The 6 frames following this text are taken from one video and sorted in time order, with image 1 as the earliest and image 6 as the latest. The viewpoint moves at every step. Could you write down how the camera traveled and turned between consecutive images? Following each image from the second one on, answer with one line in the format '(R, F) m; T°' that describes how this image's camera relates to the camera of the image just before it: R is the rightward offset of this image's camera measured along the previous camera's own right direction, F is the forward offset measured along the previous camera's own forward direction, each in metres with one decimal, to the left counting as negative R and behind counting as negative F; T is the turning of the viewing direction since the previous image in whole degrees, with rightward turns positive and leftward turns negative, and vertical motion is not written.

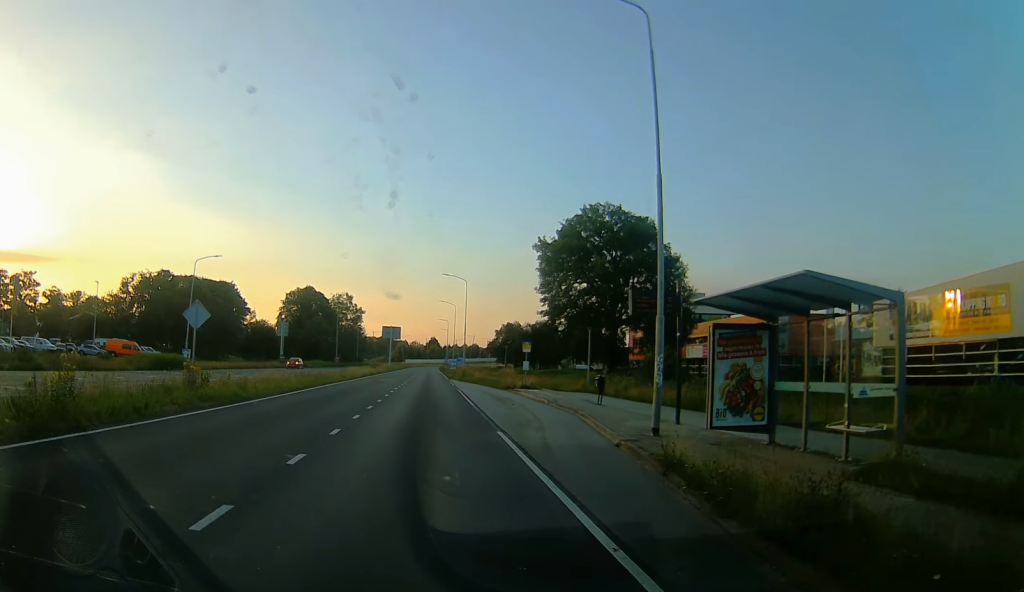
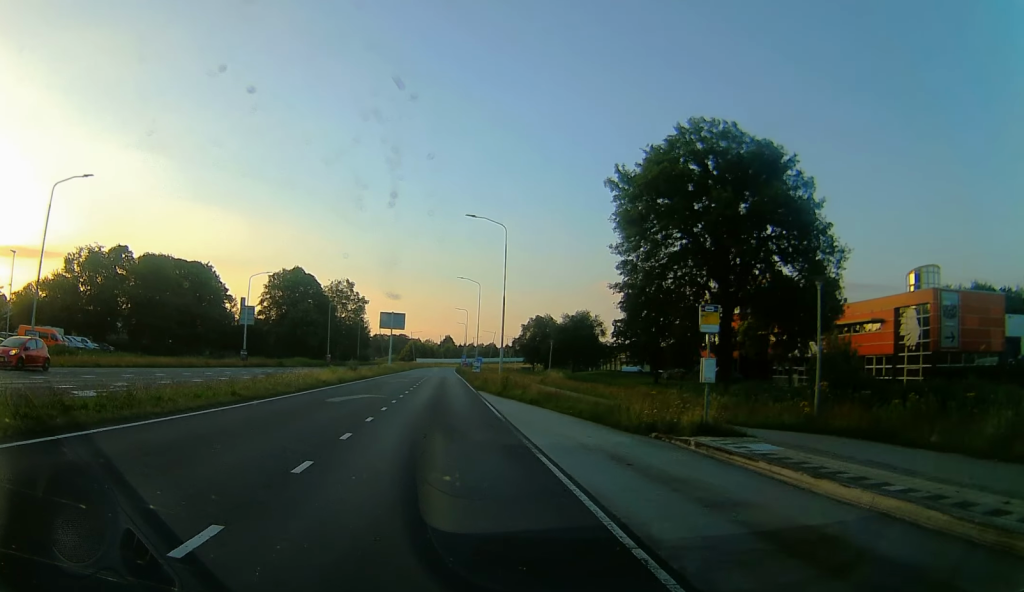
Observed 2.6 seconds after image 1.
(-1.8, +28.5) m; -2°
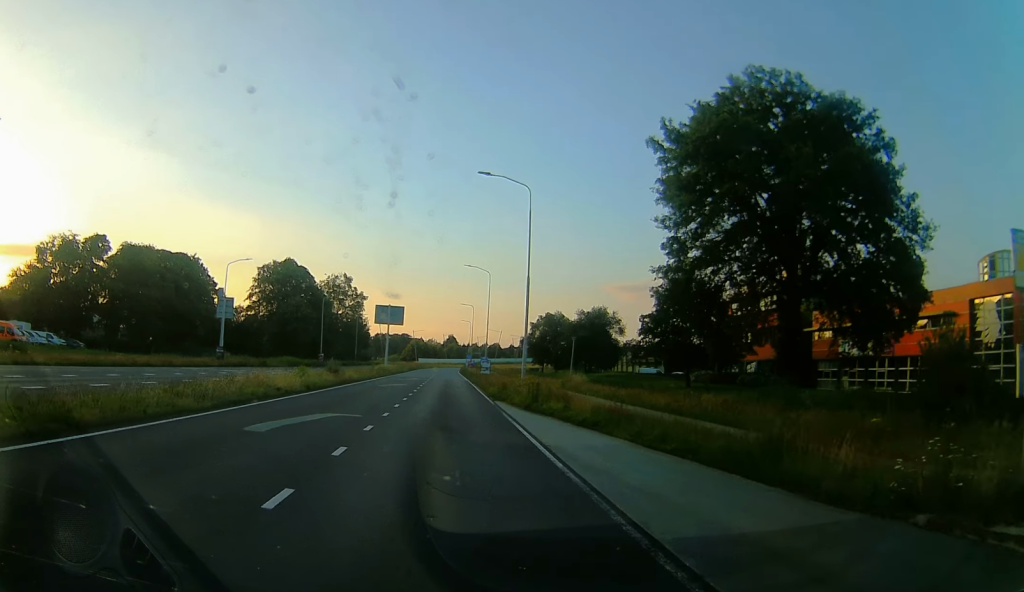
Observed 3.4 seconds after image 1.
(+0.3, +9.9) m; 0°
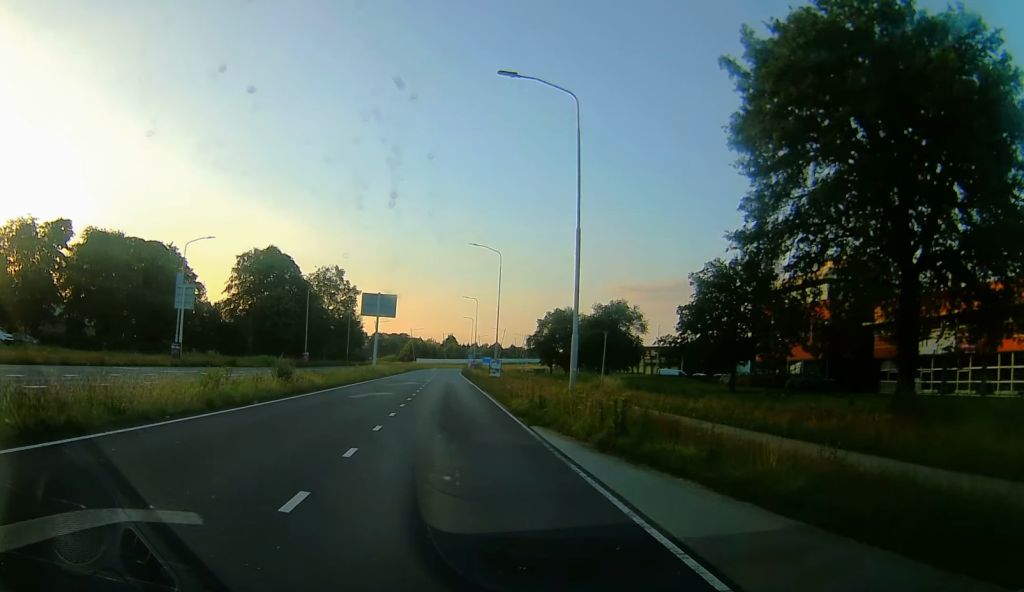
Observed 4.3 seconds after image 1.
(-0.2, +11.8) m; -3°
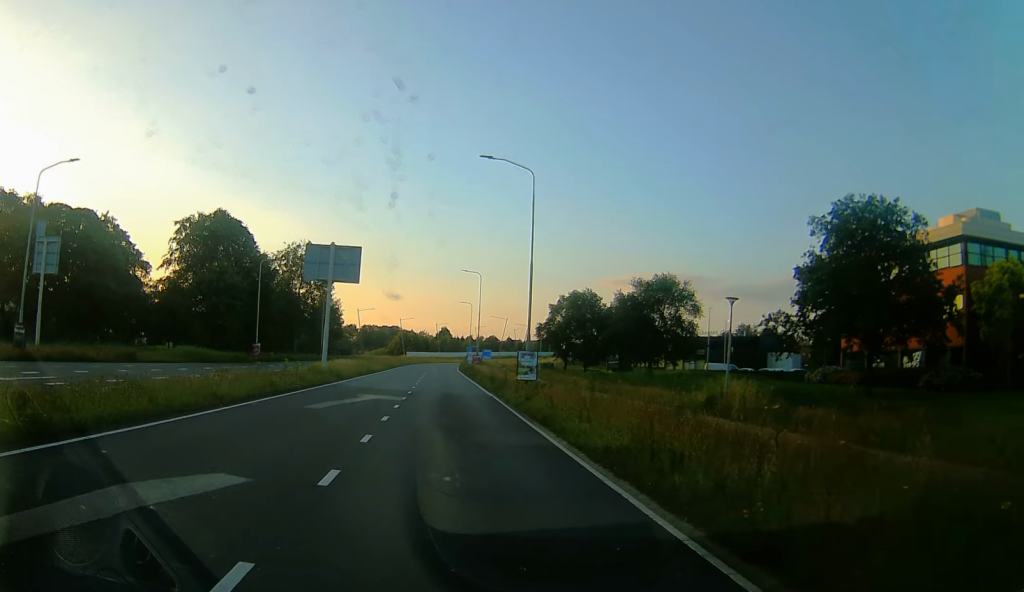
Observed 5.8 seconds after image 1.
(-0.8, +22.3) m; 0°
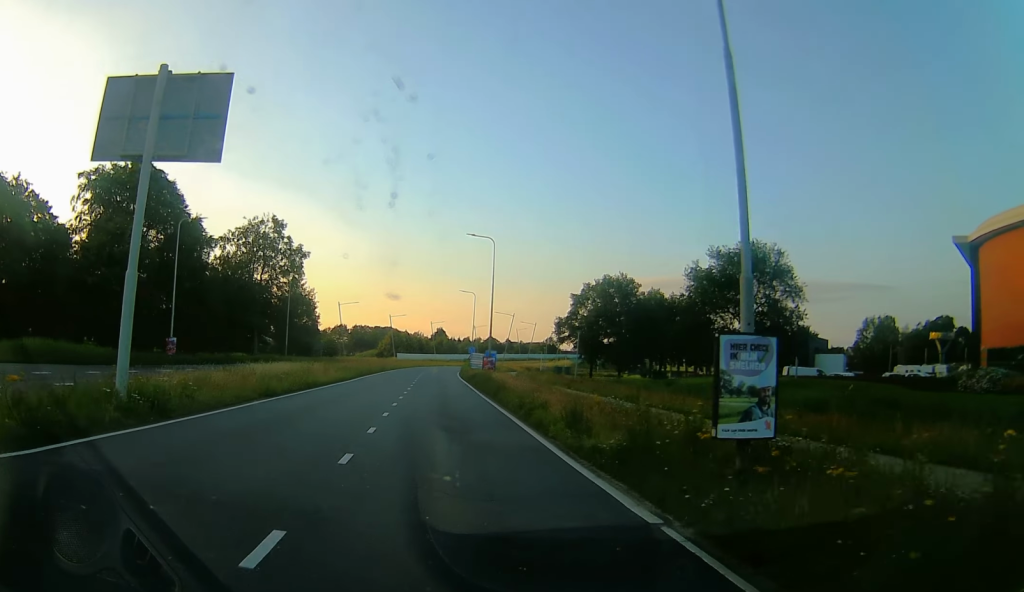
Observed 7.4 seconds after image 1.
(+0.5, +22.5) m; +1°
